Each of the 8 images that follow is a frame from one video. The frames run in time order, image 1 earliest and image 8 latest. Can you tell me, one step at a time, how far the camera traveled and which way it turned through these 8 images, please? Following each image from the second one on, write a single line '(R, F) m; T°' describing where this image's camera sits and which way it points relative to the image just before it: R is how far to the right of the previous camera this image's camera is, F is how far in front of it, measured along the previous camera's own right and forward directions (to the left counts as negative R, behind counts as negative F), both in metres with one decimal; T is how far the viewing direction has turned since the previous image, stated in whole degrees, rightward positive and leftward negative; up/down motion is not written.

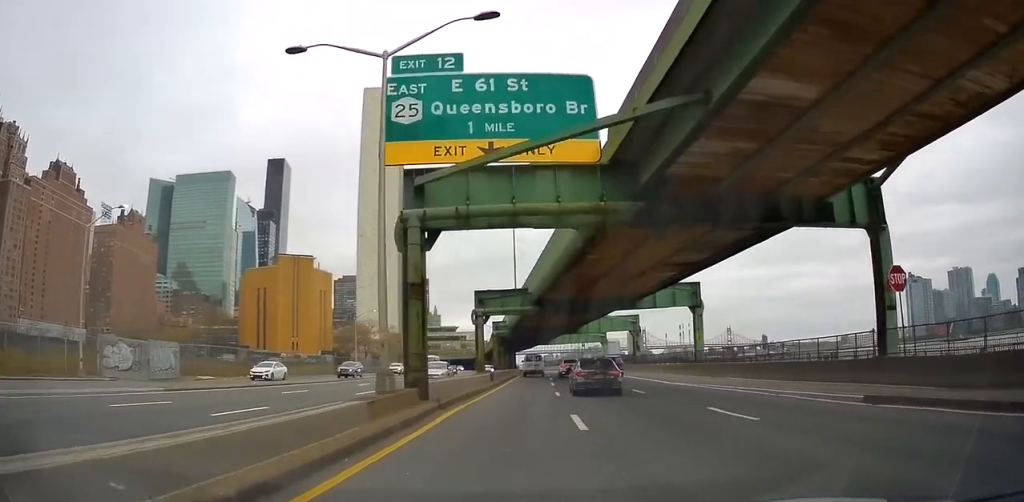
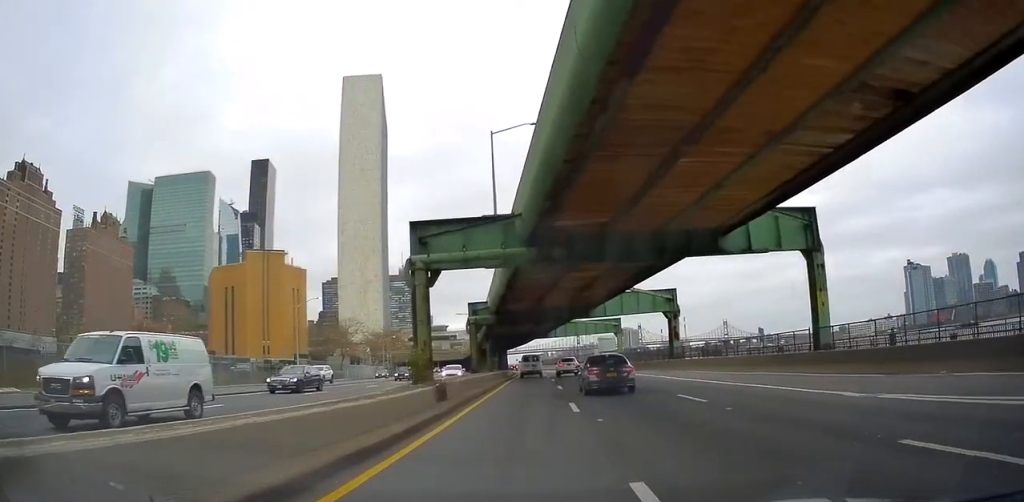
(+0.6, +20.5) m; +2°
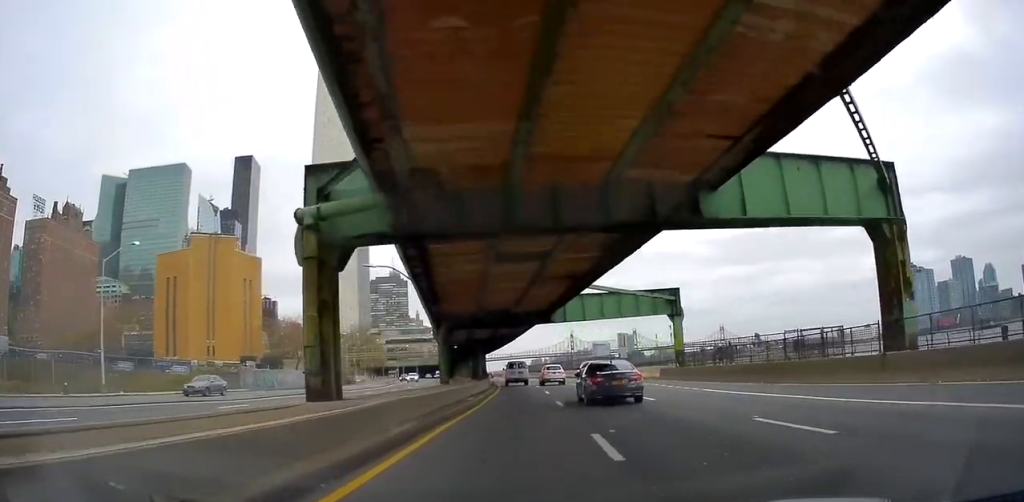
(0.0, +31.4) m; +1°
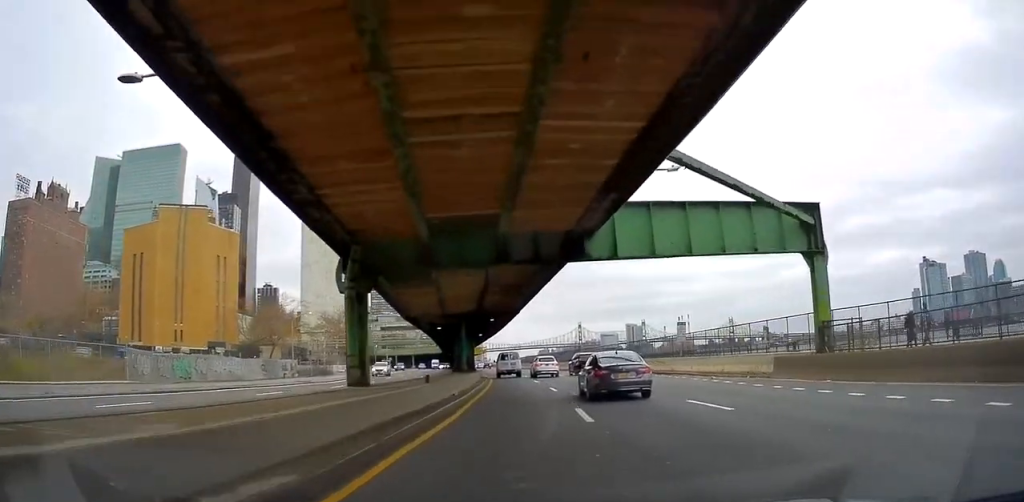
(+0.3, +19.8) m; +1°
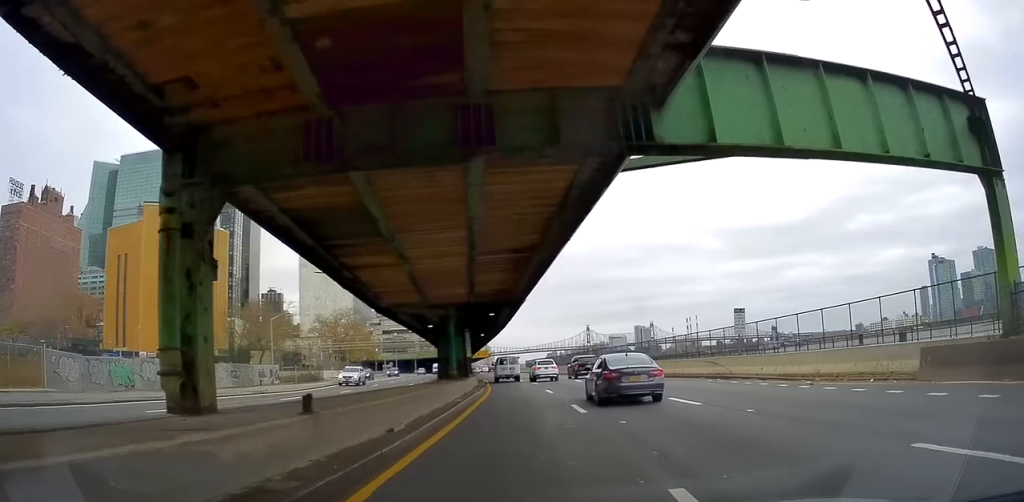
(0.0, +9.6) m; 0°
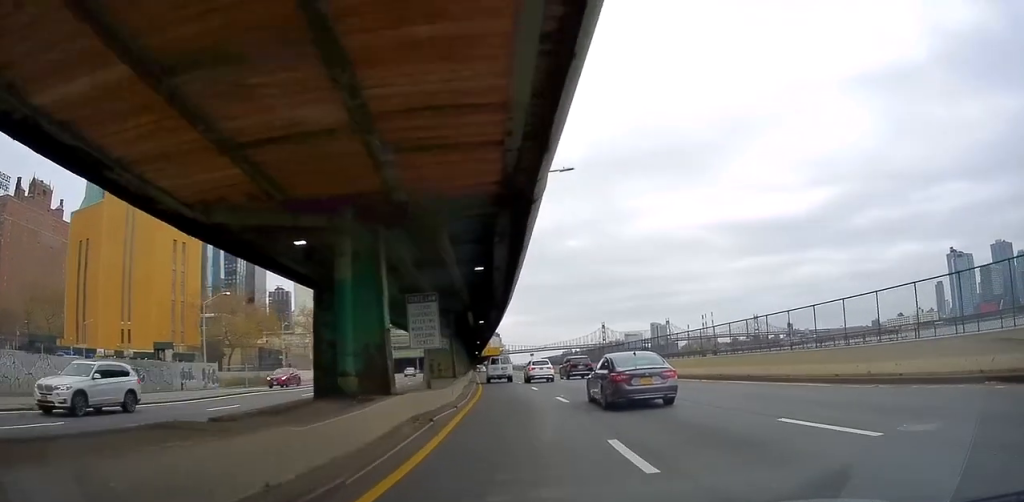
(0.0, +20.1) m; 0°
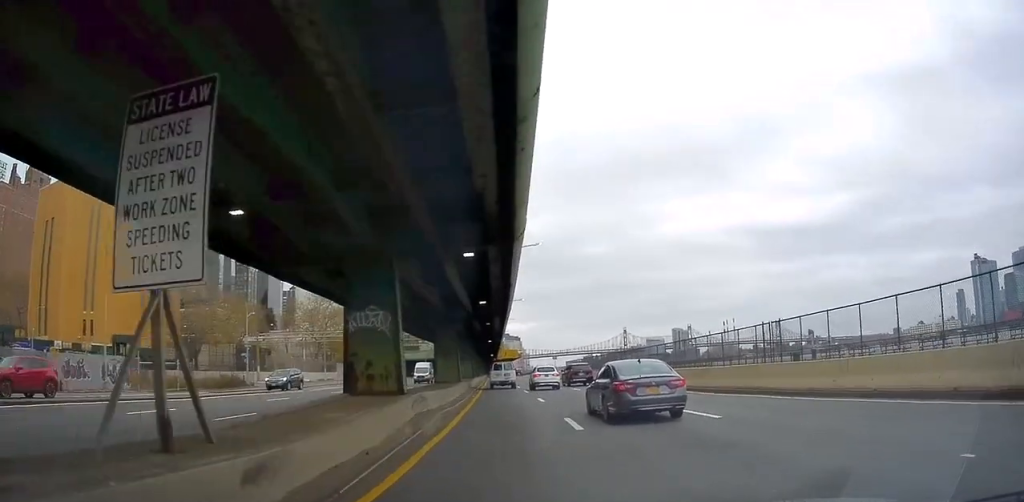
(0.0, +18.3) m; -1°
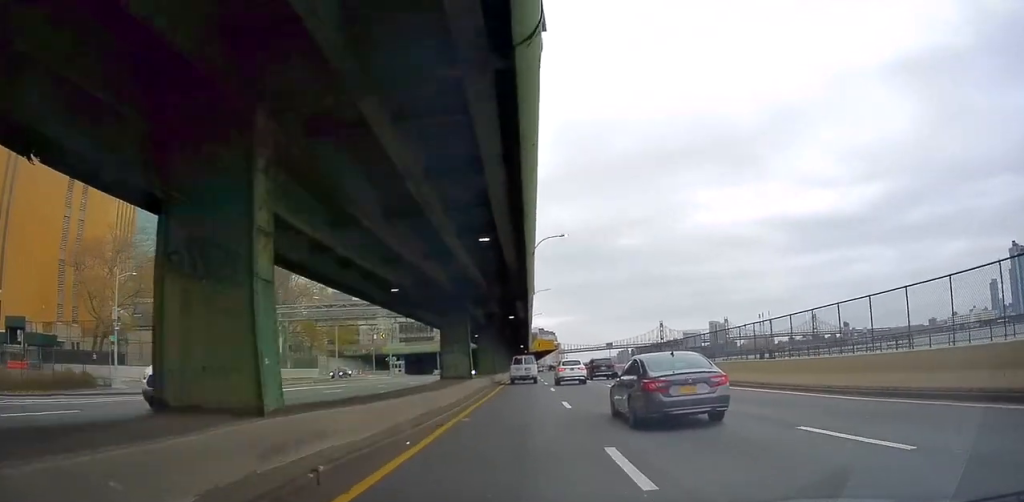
(-0.9, +31.4) m; -4°
